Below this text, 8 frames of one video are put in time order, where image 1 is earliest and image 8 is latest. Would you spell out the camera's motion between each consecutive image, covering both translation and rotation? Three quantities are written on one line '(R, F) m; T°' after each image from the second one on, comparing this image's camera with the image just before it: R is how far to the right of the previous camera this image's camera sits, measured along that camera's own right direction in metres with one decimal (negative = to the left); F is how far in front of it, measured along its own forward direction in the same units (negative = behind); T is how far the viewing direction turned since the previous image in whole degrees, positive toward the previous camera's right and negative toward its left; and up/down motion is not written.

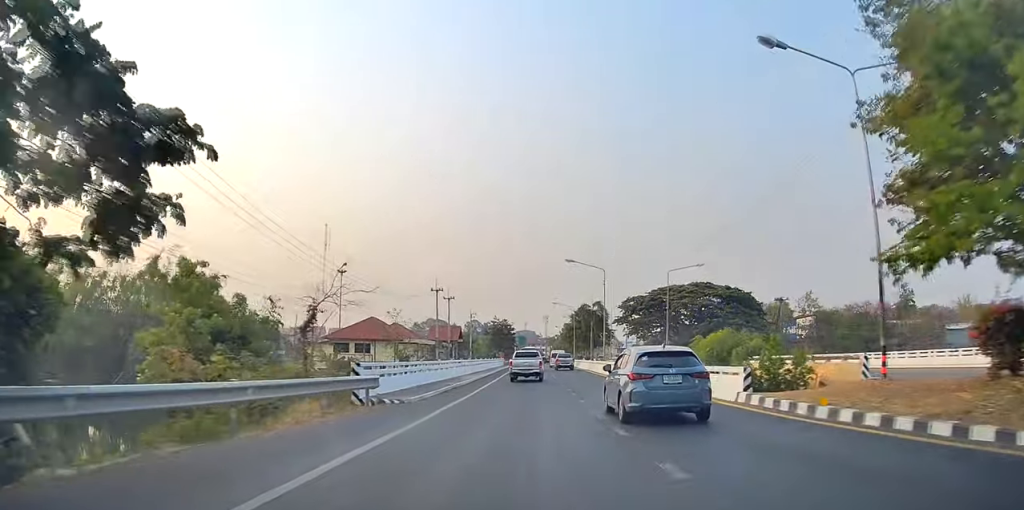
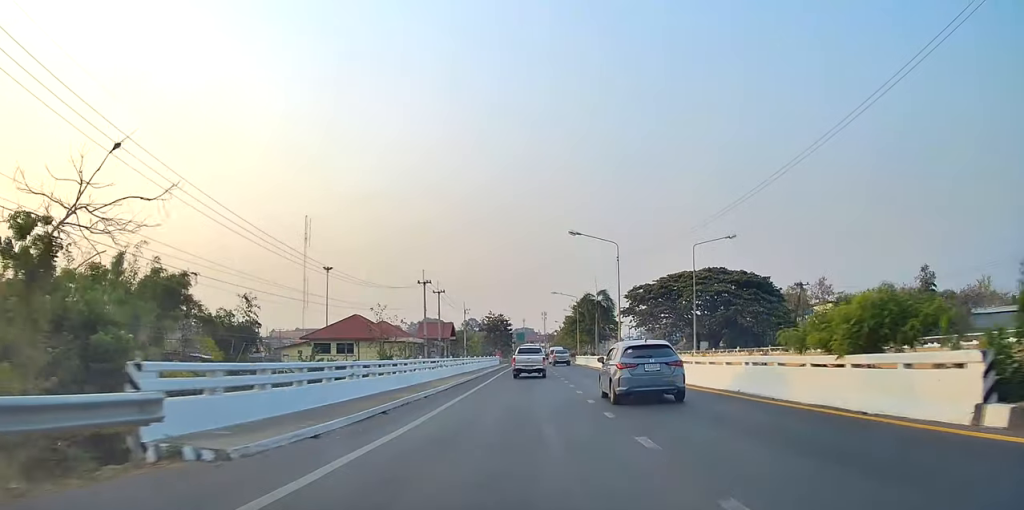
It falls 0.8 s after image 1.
(0.0, +10.2) m; 0°
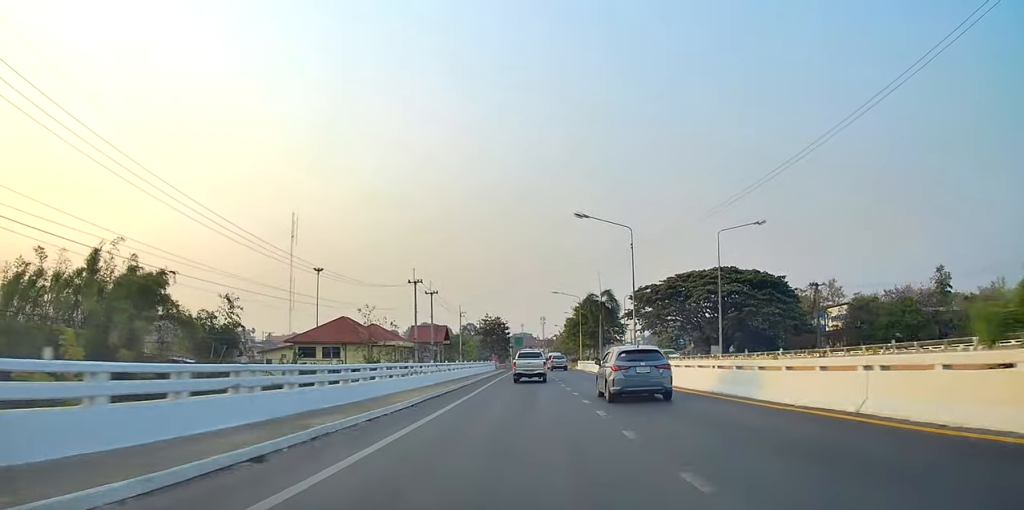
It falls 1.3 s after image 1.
(0.0, +6.7) m; 0°
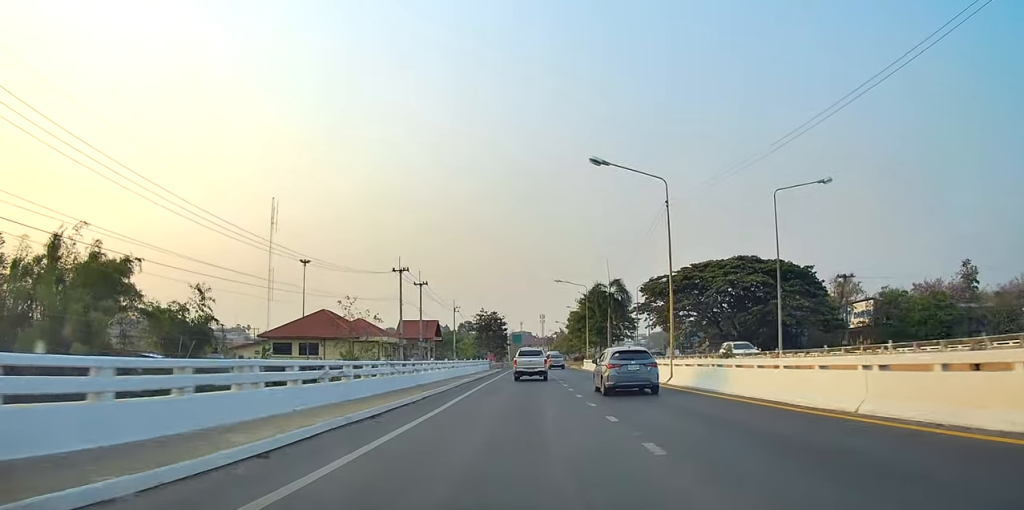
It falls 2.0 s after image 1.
(0.0, +9.9) m; 0°
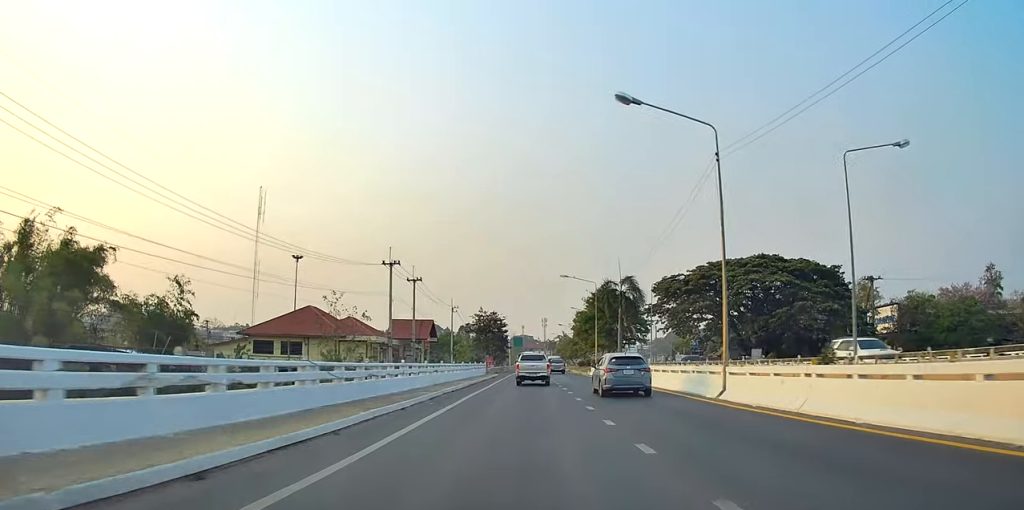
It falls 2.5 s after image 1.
(0.0, +7.2) m; 0°
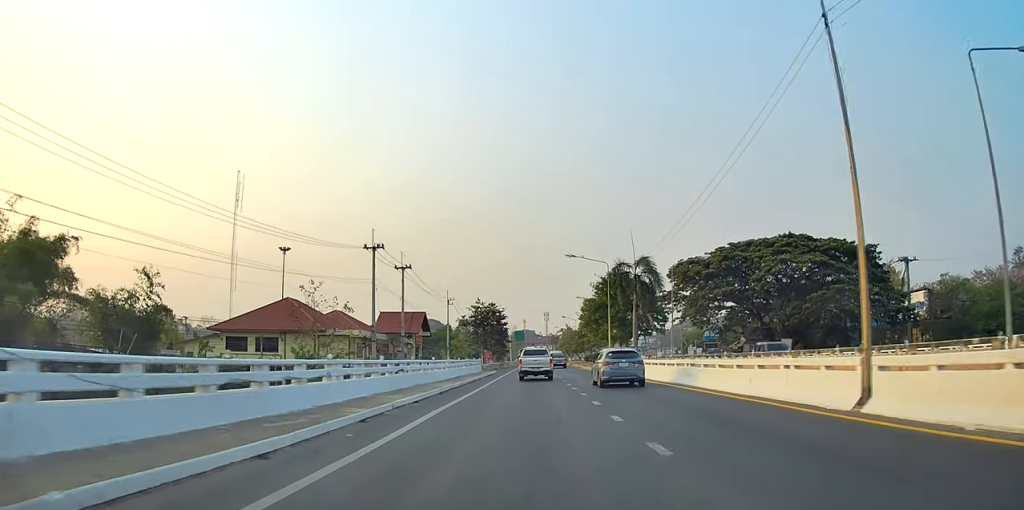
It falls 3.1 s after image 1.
(0.0, +8.3) m; 0°
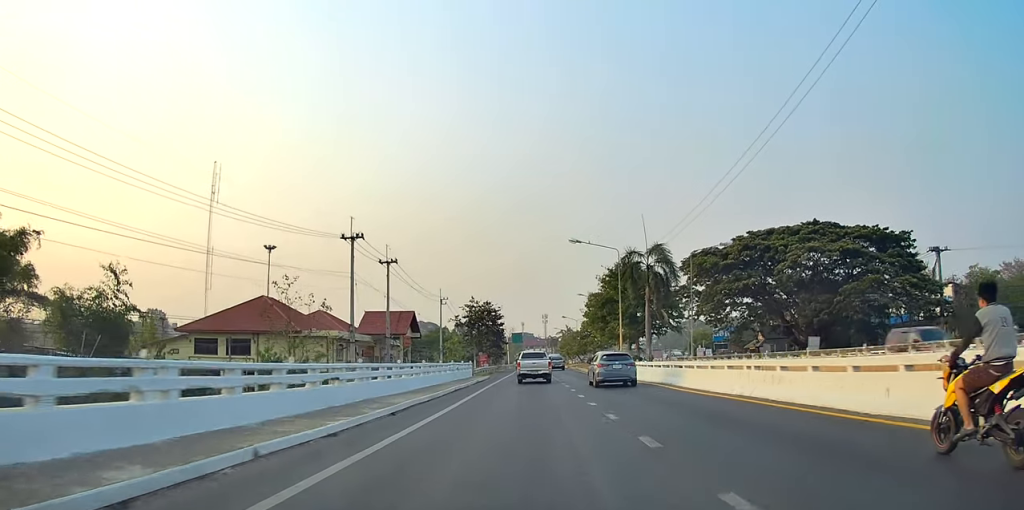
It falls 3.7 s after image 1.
(0.0, +7.4) m; 0°
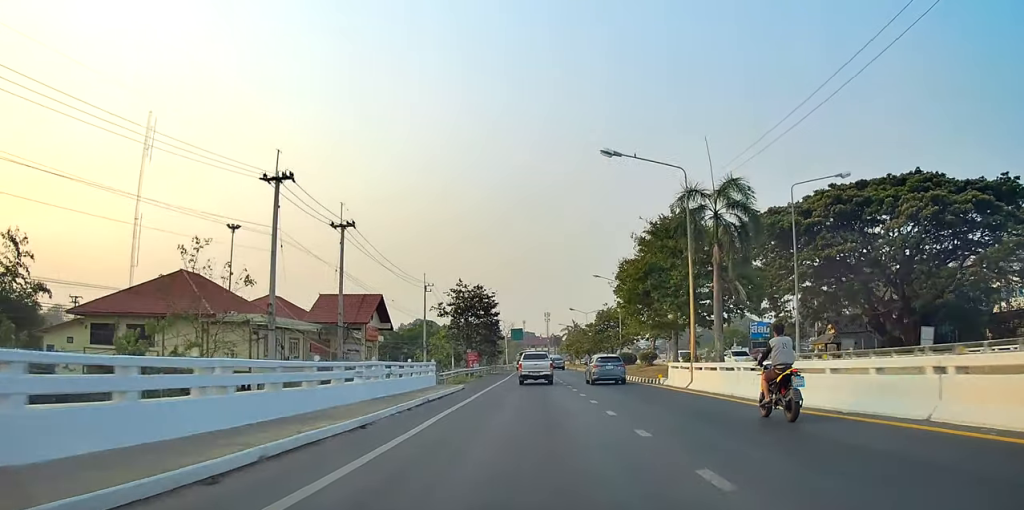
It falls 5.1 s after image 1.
(+0.1, +18.5) m; 0°
